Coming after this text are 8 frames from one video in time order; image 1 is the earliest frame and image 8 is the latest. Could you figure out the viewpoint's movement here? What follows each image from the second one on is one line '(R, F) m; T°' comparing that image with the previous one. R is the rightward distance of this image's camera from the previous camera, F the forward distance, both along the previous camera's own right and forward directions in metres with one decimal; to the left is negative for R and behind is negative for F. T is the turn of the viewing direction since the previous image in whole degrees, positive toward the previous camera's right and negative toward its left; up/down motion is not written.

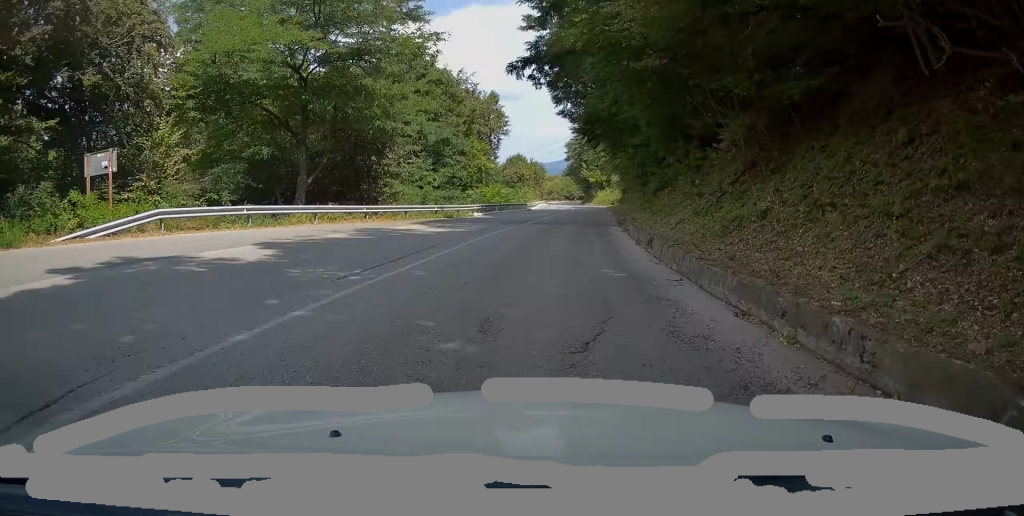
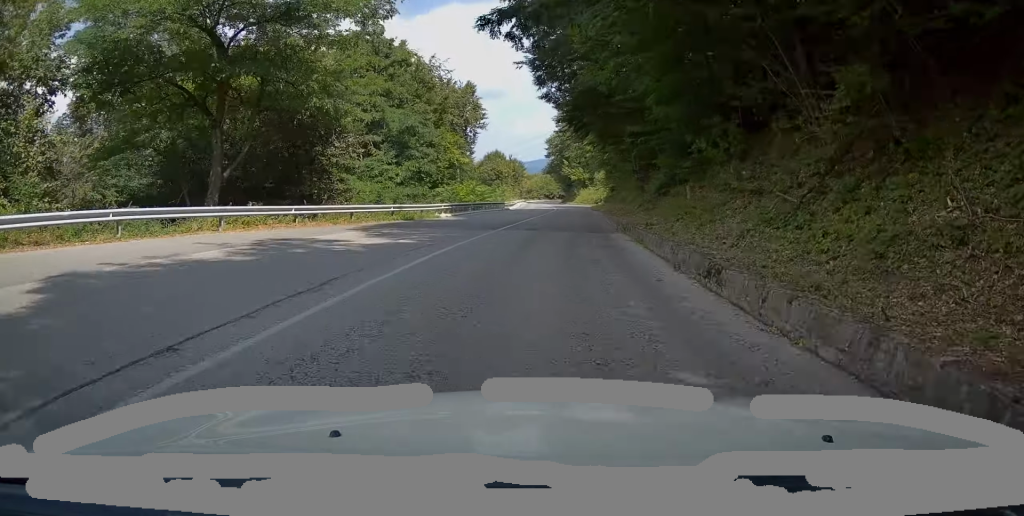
(+0.2, +6.8) m; +3°
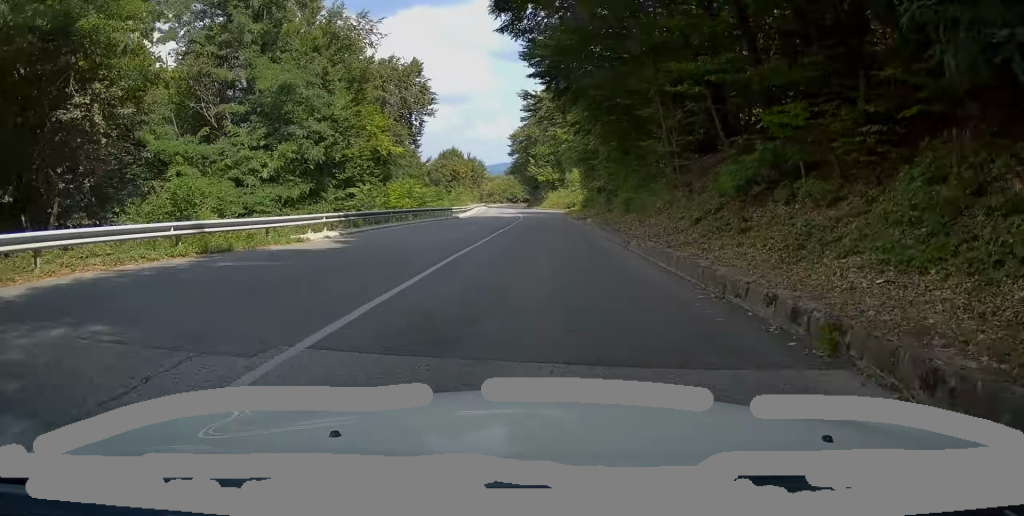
(+0.9, +17.0) m; +6°
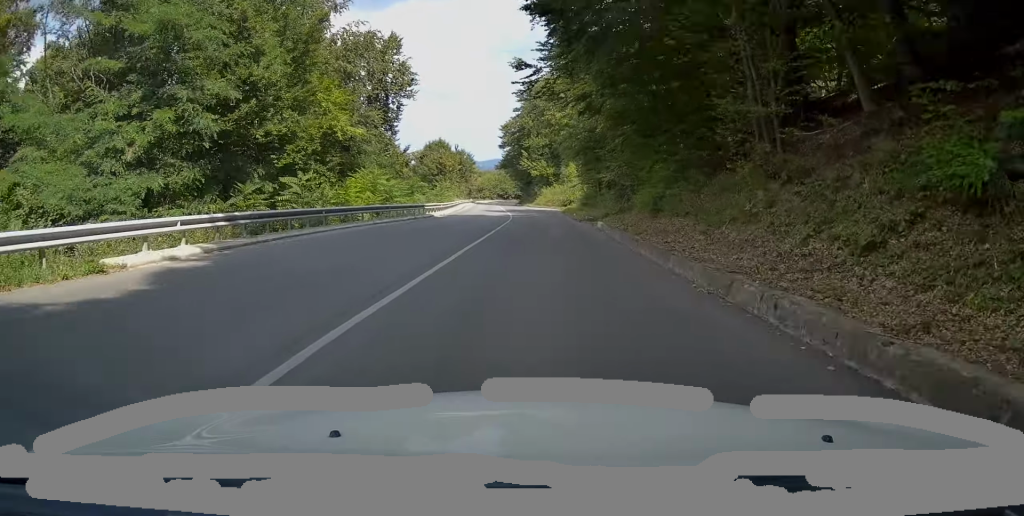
(+0.1, +9.1) m; +3°
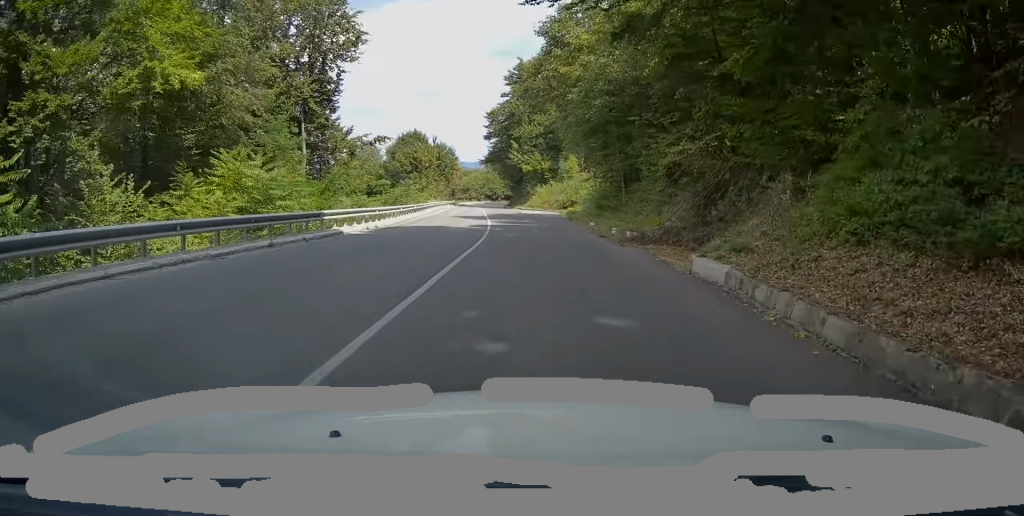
(+0.7, +17.7) m; 0°
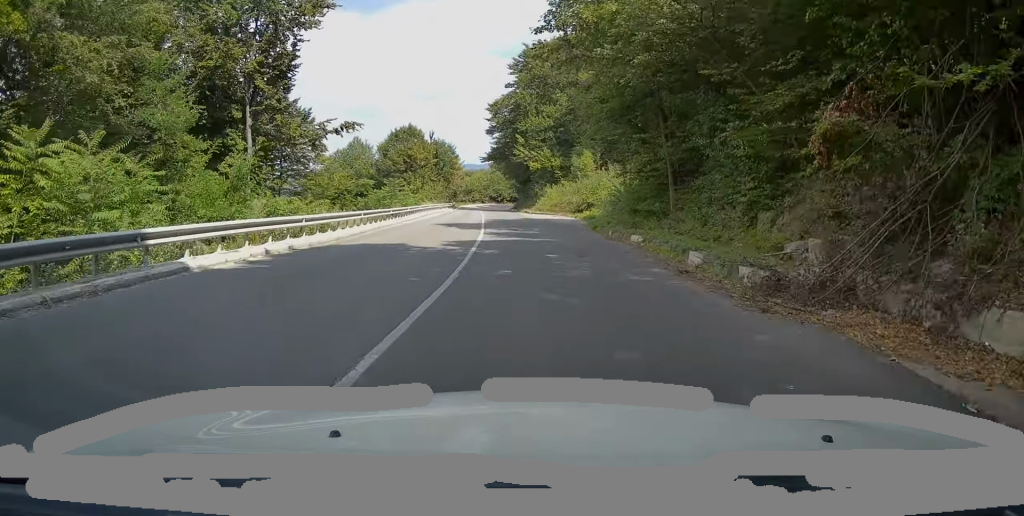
(-0.4, +10.3) m; -4°
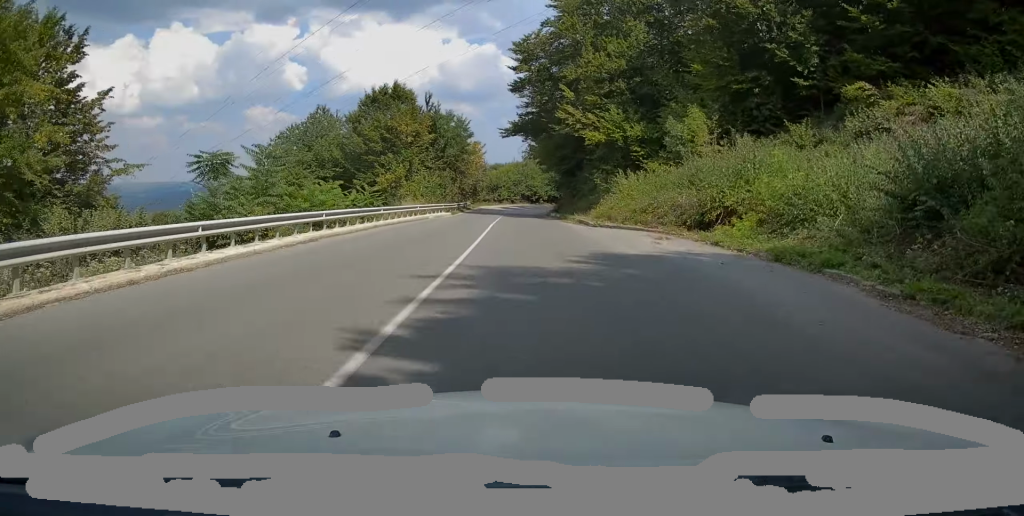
(-0.7, +31.4) m; +2°
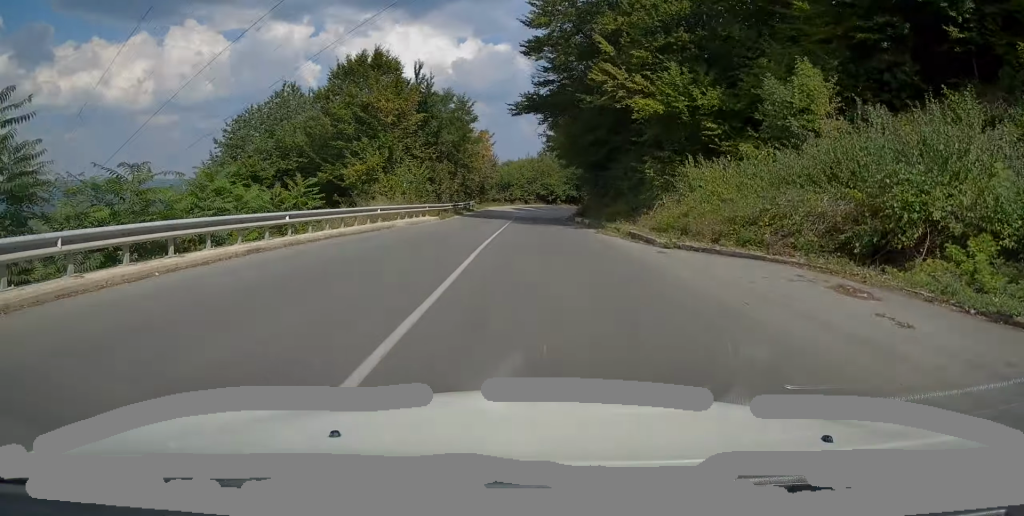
(+0.4, +13.3) m; +1°
